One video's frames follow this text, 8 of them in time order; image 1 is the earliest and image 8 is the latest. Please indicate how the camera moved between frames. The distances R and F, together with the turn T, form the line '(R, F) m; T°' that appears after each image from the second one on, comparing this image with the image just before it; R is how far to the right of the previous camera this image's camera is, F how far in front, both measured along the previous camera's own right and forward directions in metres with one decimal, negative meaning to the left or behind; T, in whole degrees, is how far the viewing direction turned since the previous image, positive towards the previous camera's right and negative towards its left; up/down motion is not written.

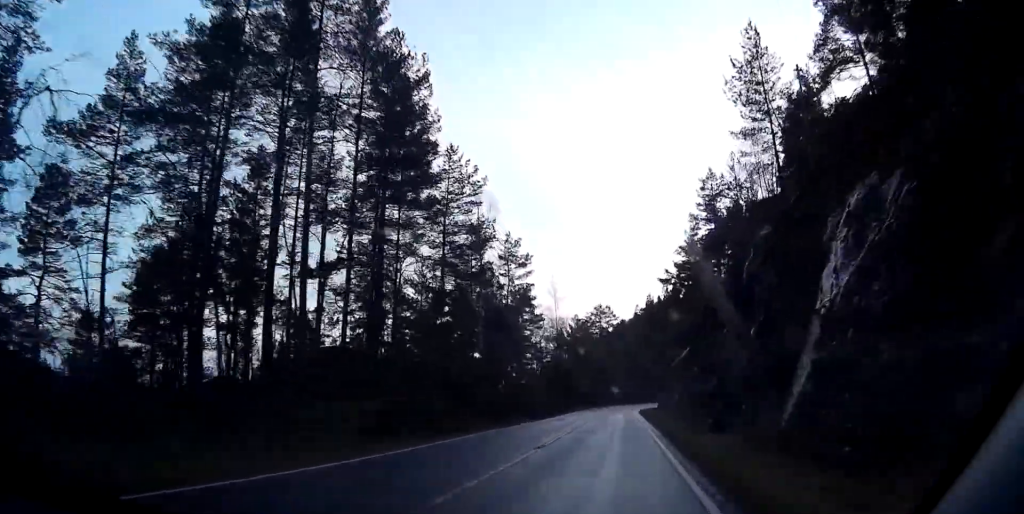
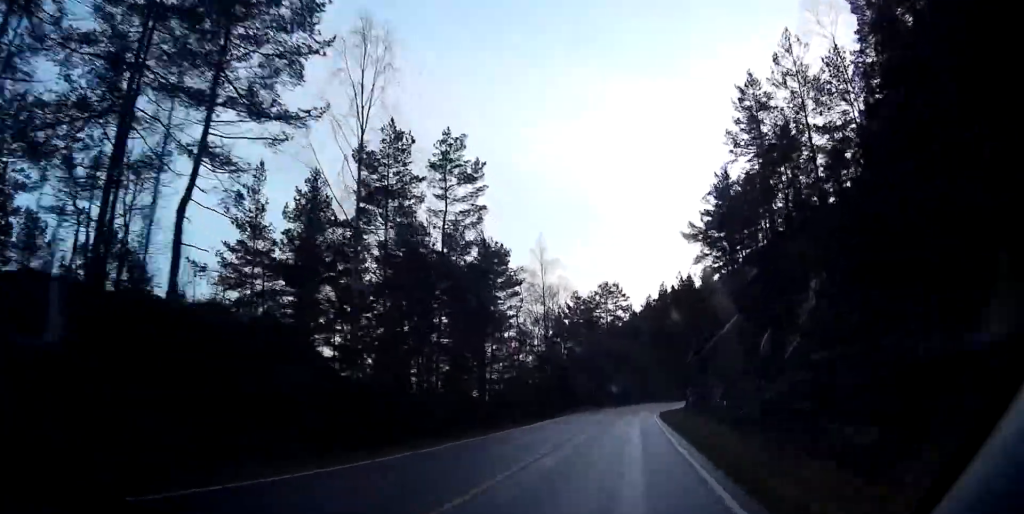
(0.0, +25.6) m; 0°
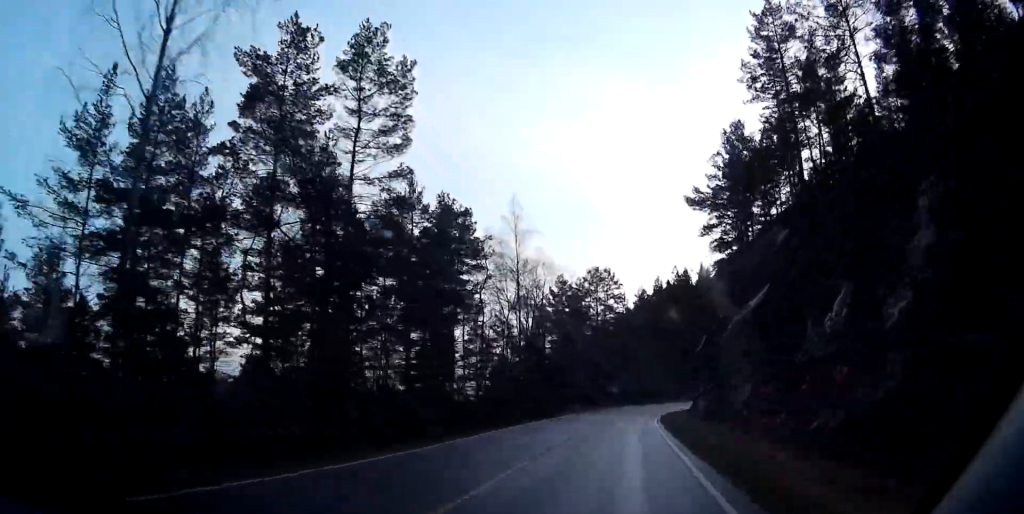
(0.0, +12.5) m; -1°
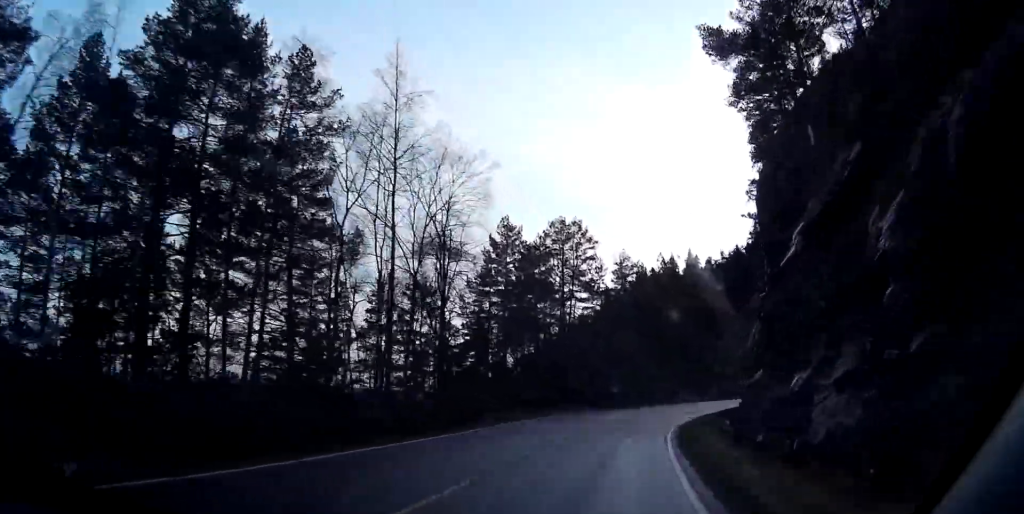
(-1.1, +27.8) m; 0°
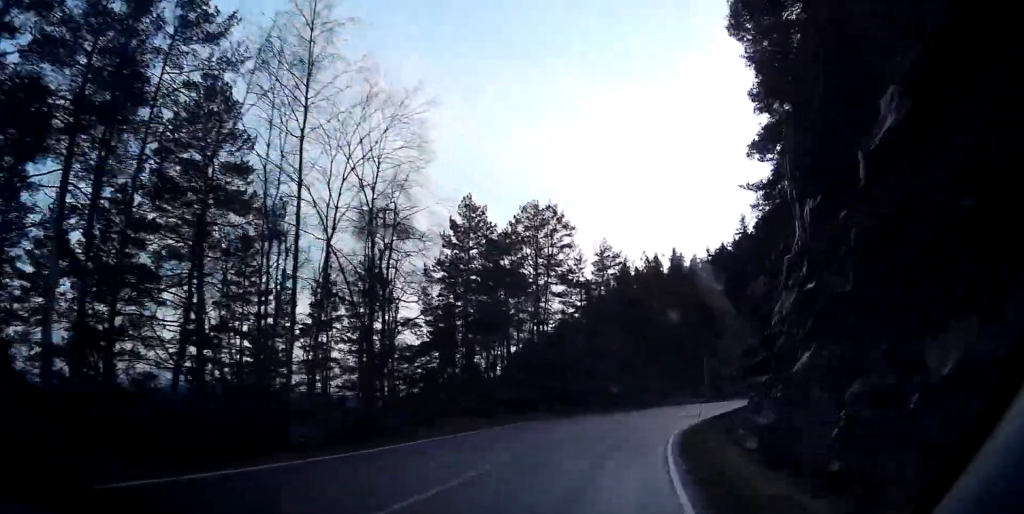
(+0.2, +7.6) m; +2°
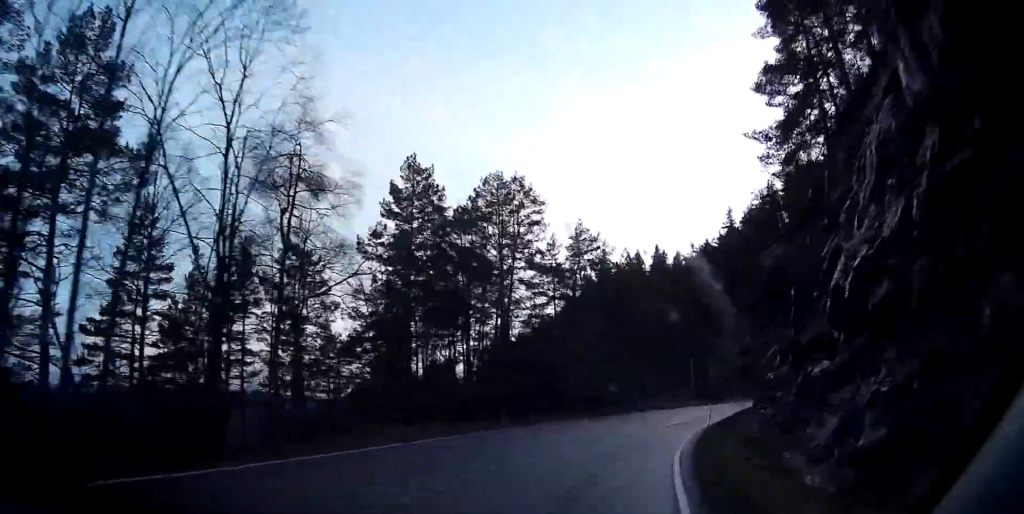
(+0.1, +9.3) m; +3°
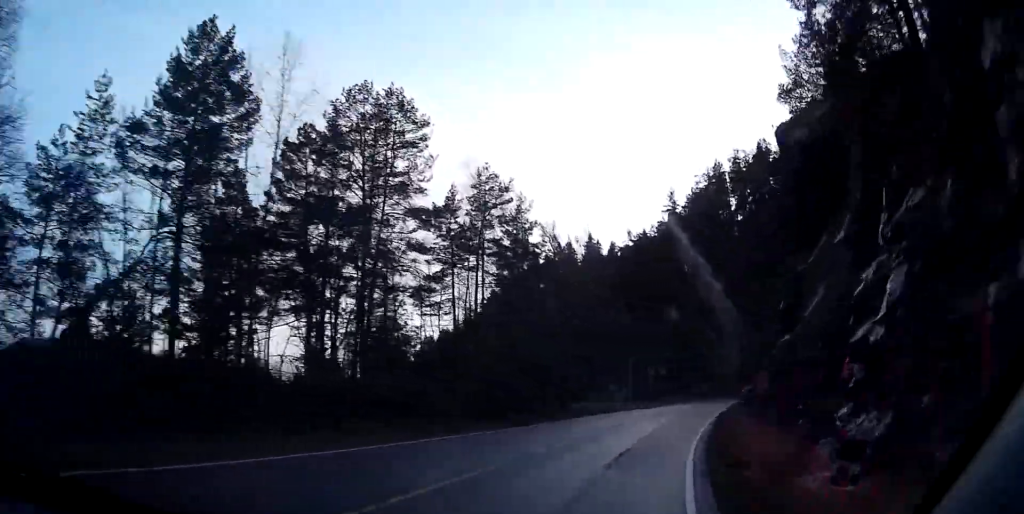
(+0.8, +17.1) m; +3°
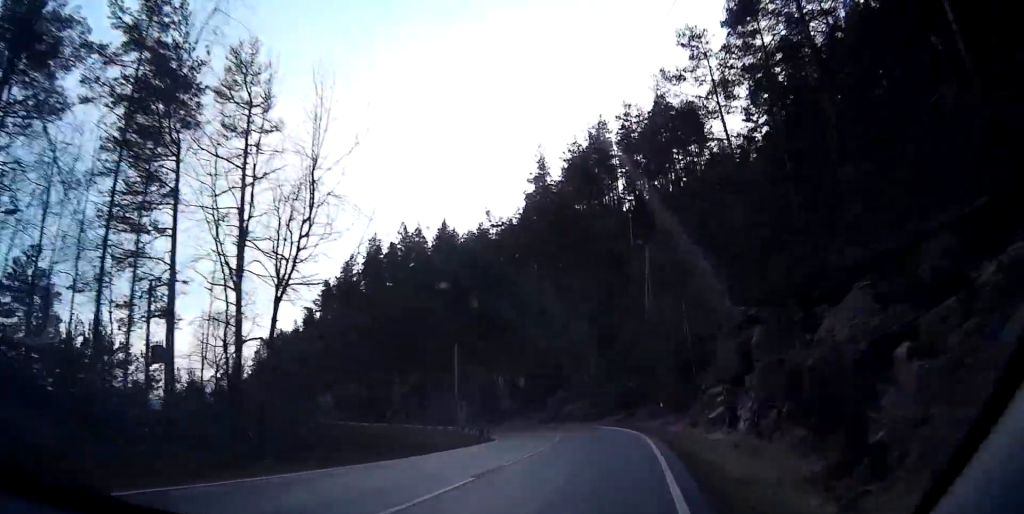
(+2.4, +36.2) m; +8°
